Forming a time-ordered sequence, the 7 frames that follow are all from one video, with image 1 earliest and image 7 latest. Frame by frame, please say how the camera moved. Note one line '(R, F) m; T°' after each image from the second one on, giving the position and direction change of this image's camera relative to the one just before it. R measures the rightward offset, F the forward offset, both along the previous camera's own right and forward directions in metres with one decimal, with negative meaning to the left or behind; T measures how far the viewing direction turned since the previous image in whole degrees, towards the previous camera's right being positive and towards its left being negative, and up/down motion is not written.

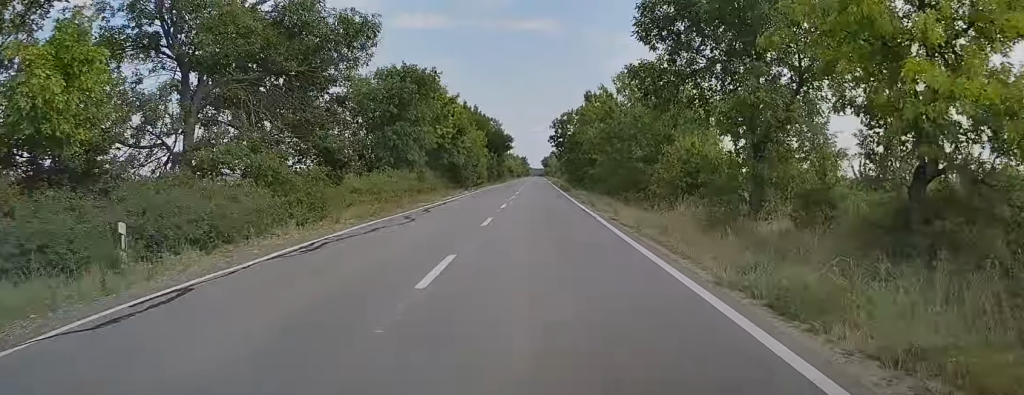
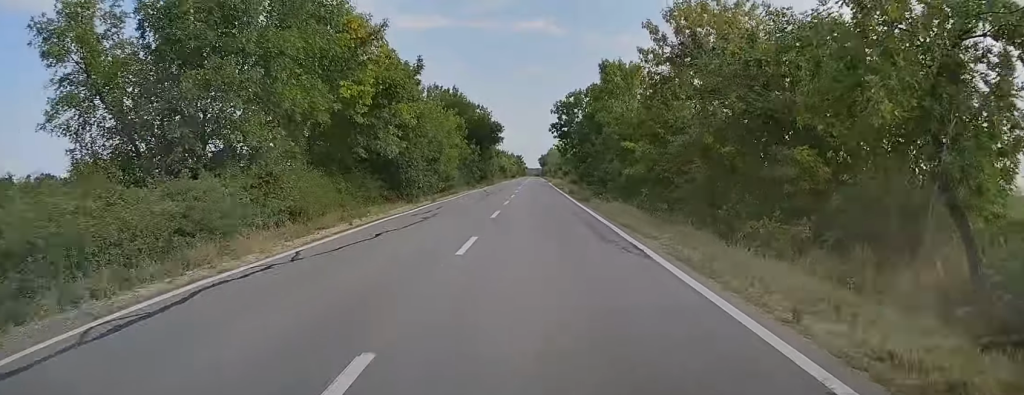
(+0.3, +24.1) m; +1°
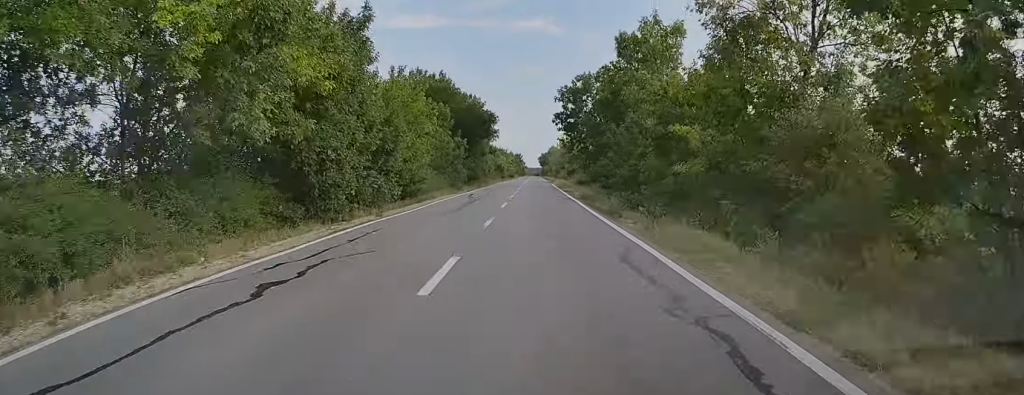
(0.0, +12.8) m; 0°
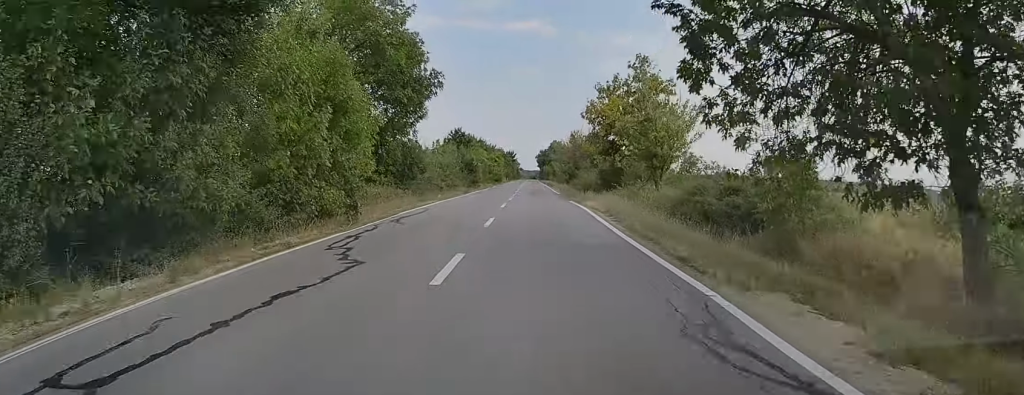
(-0.3, +53.2) m; 0°
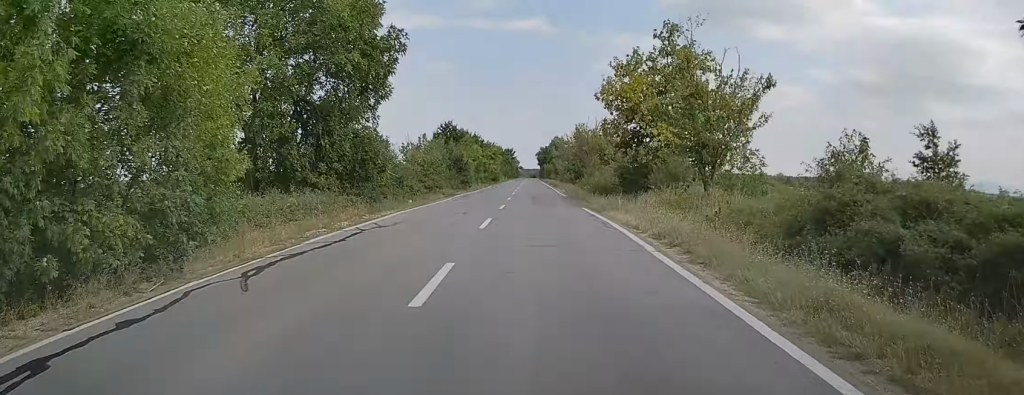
(+0.1, +10.4) m; 0°
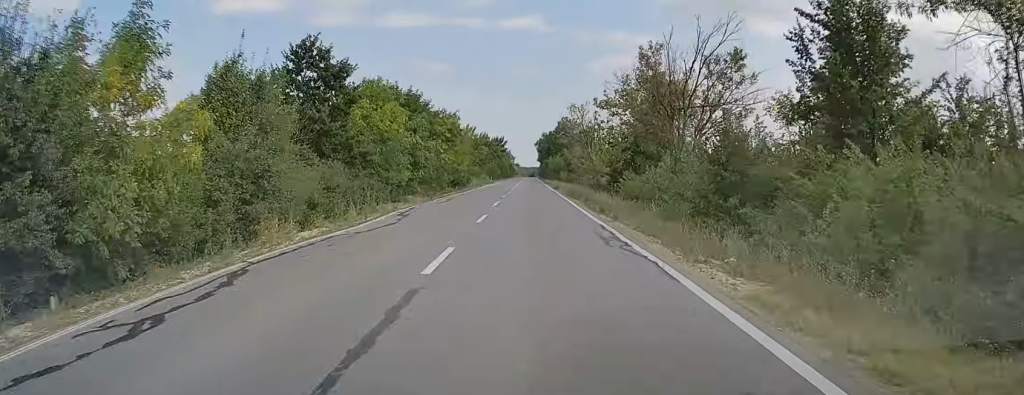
(0.0, +52.4) m; 0°
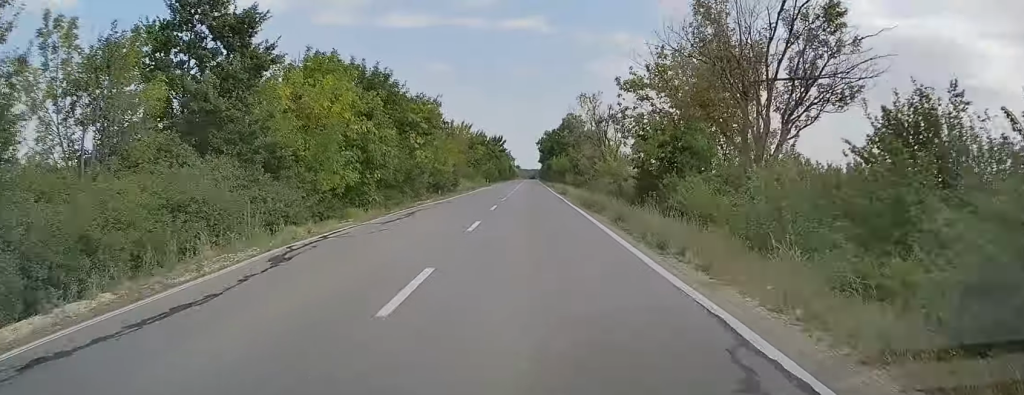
(0.0, +11.3) m; 0°
